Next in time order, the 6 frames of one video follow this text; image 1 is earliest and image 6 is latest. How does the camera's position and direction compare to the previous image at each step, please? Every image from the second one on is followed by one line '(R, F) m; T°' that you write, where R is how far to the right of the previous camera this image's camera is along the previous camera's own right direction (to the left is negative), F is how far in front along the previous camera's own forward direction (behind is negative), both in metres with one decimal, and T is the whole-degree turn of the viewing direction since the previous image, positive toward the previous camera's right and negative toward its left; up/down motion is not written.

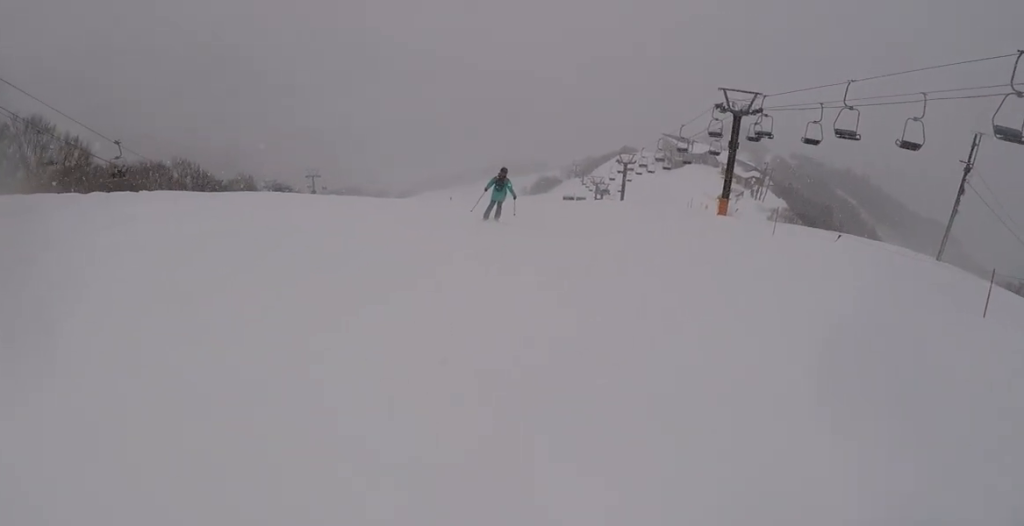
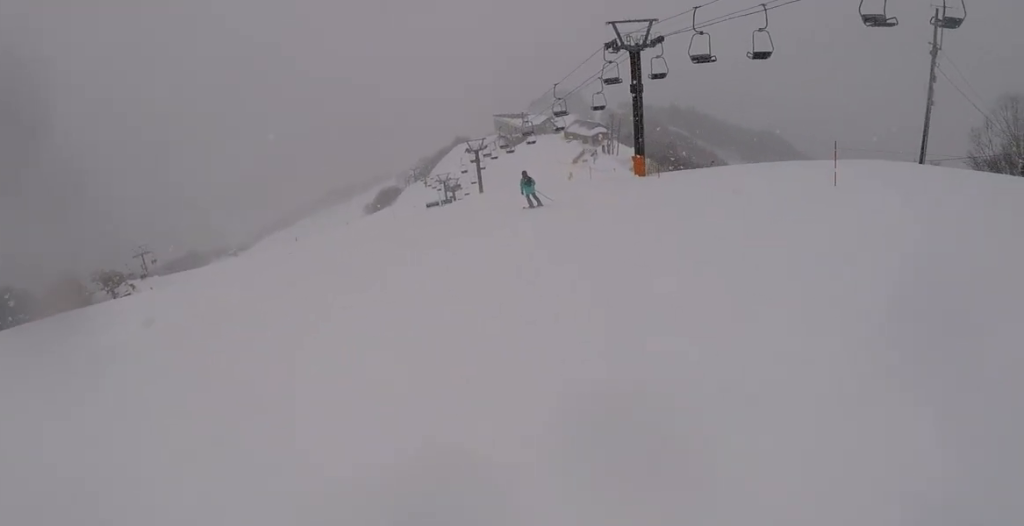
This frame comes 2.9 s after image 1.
(+0.9, +13.6) m; +19°
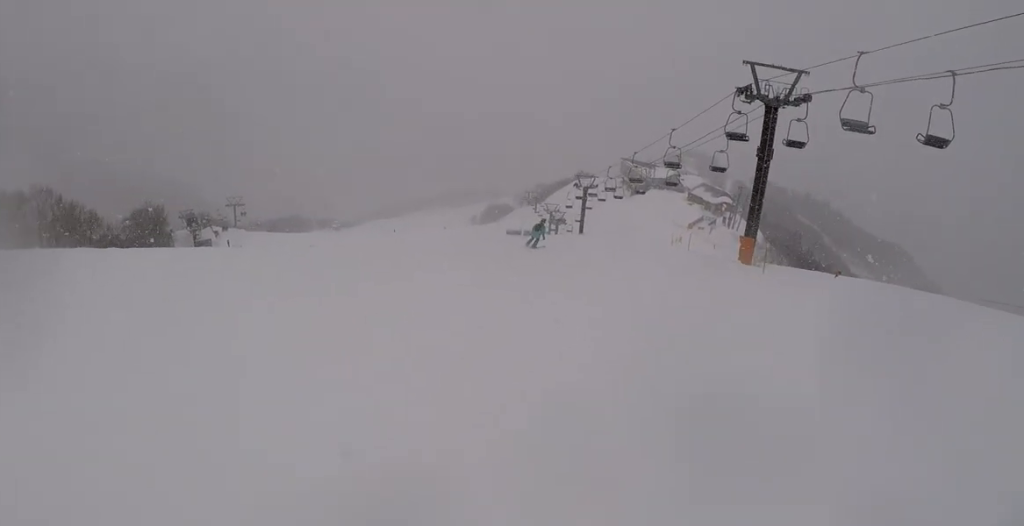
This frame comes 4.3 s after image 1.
(-0.7, +7.7) m; -14°
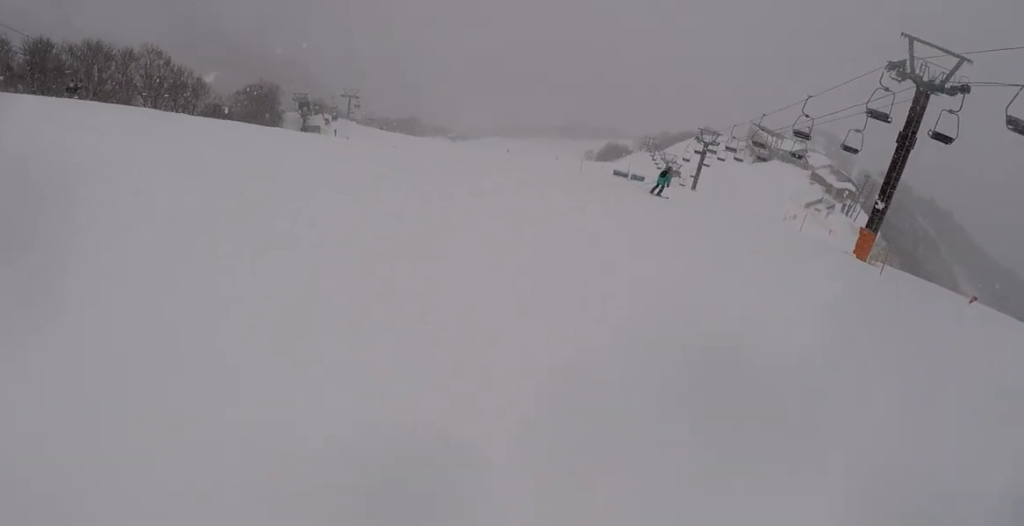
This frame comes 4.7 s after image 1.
(-0.1, +2.4) m; -5°
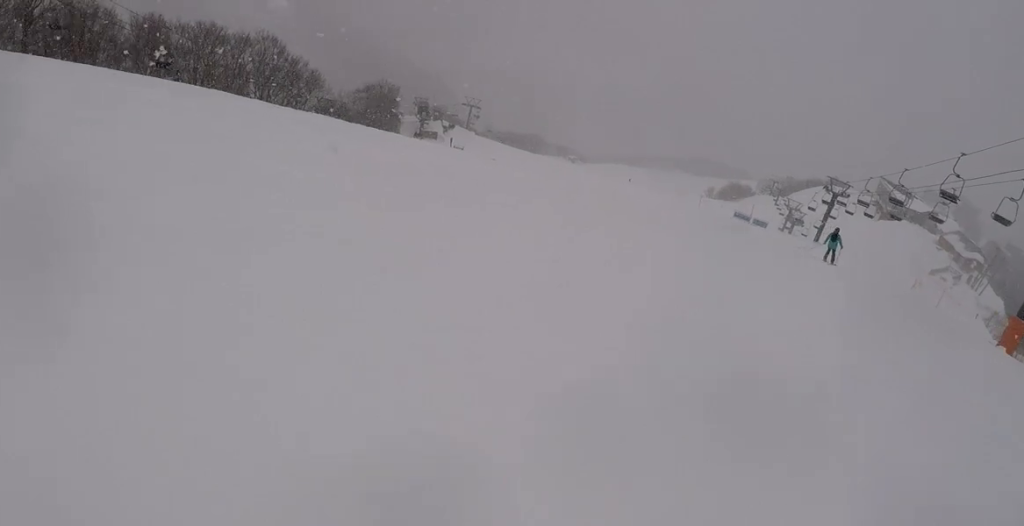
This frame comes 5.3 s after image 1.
(0.0, +3.3) m; -5°
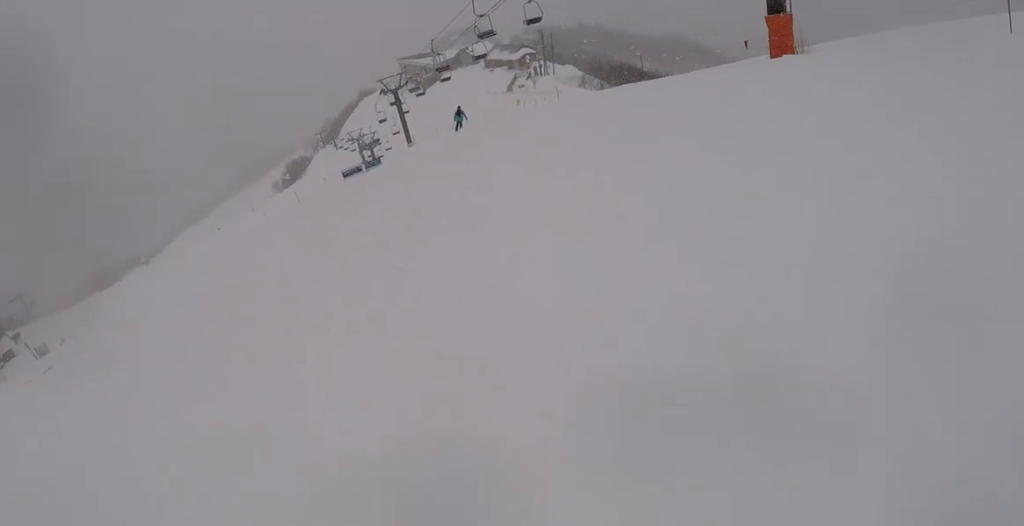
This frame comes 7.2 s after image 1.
(+2.4, +10.0) m; +33°
